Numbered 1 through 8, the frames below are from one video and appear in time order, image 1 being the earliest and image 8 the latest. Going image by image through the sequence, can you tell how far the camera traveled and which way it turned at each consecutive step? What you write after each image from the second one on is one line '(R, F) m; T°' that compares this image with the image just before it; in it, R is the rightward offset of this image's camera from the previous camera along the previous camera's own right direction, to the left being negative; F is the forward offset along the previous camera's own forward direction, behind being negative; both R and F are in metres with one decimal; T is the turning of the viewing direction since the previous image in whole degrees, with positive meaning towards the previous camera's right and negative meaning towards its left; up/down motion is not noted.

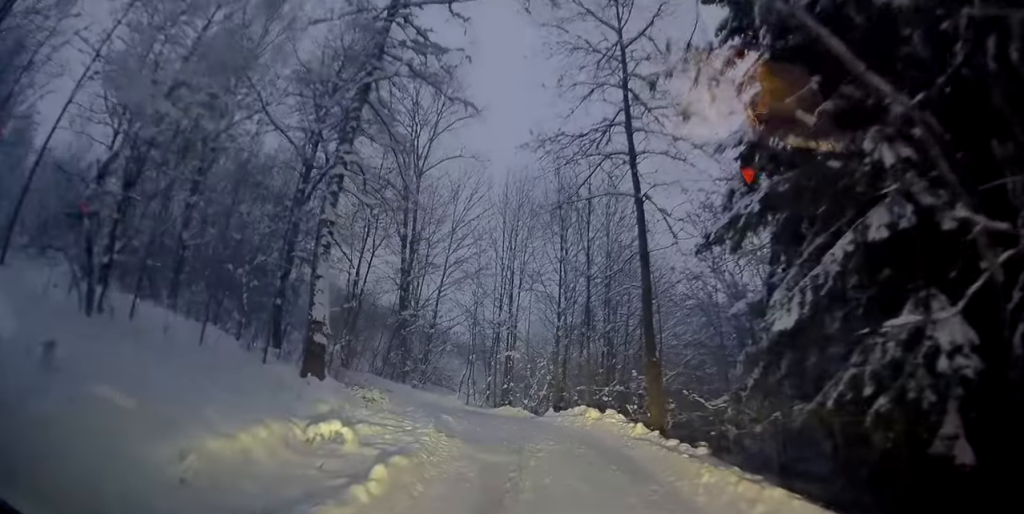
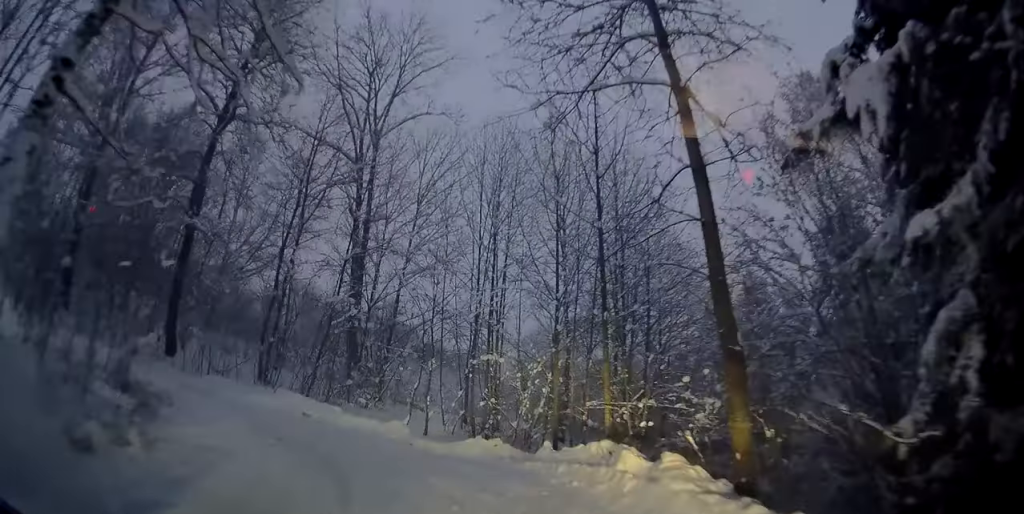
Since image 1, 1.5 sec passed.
(-0.1, +8.9) m; -5°
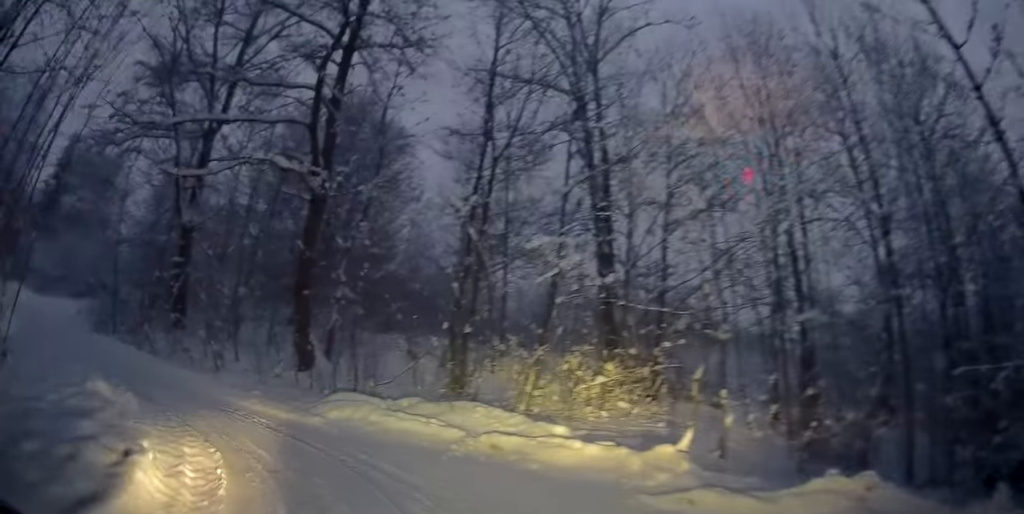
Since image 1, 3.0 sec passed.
(-1.0, +8.7) m; -17°
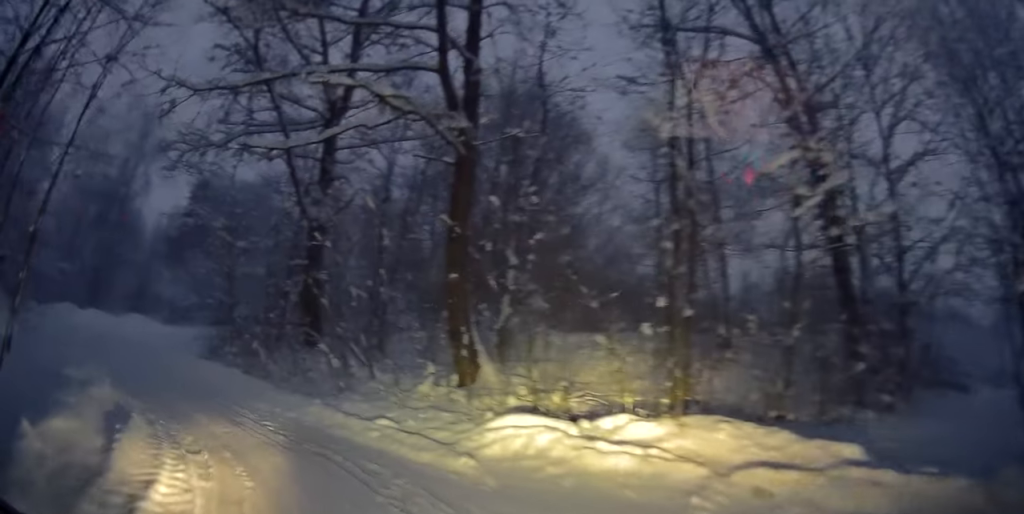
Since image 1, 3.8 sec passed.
(-0.1, +4.4) m; -17°
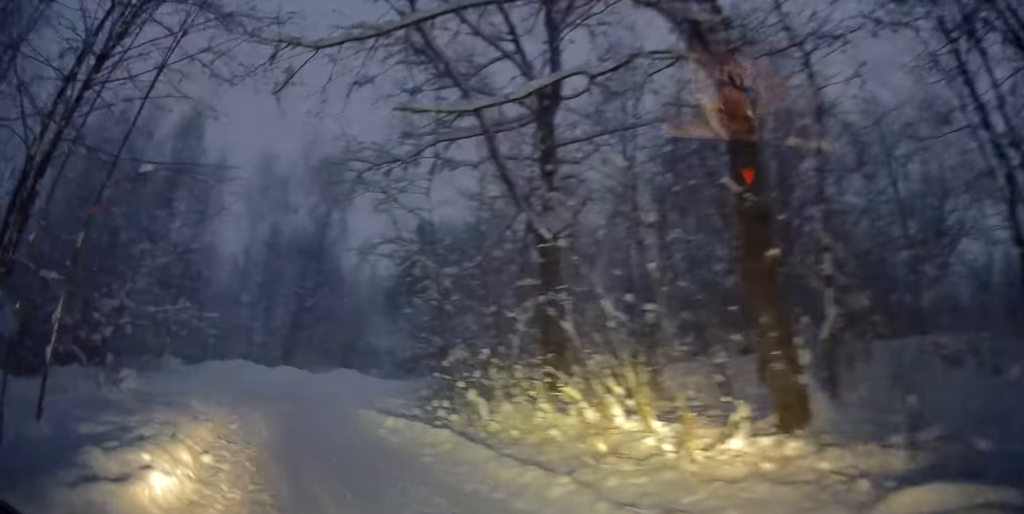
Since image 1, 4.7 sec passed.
(-1.2, +3.7) m; -20°
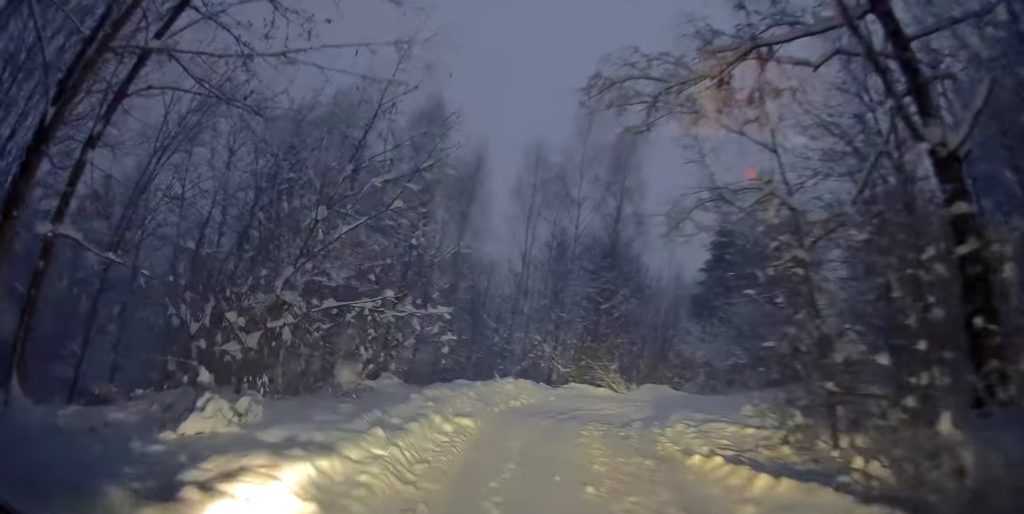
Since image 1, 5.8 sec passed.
(-0.9, +6.0) m; -17°
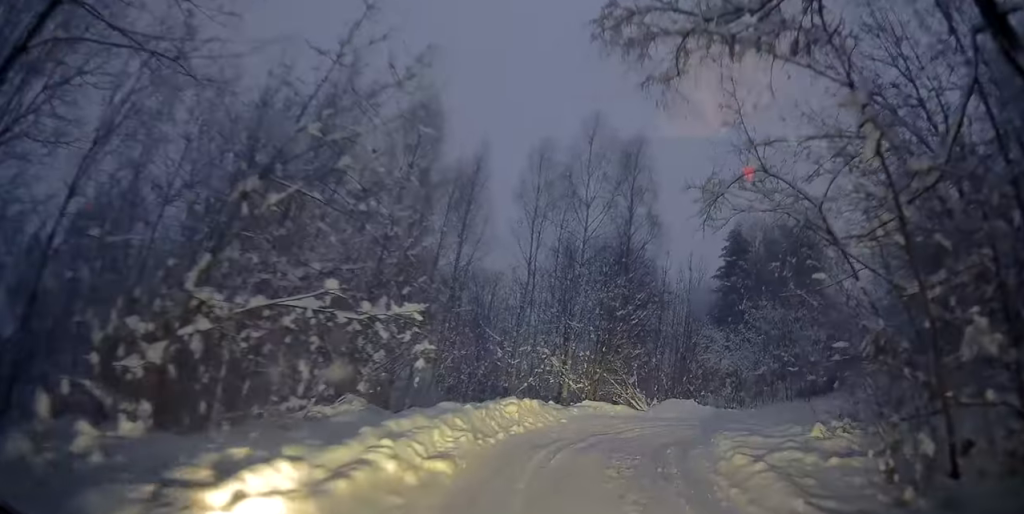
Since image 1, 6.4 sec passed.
(-0.3, +3.0) m; -5°
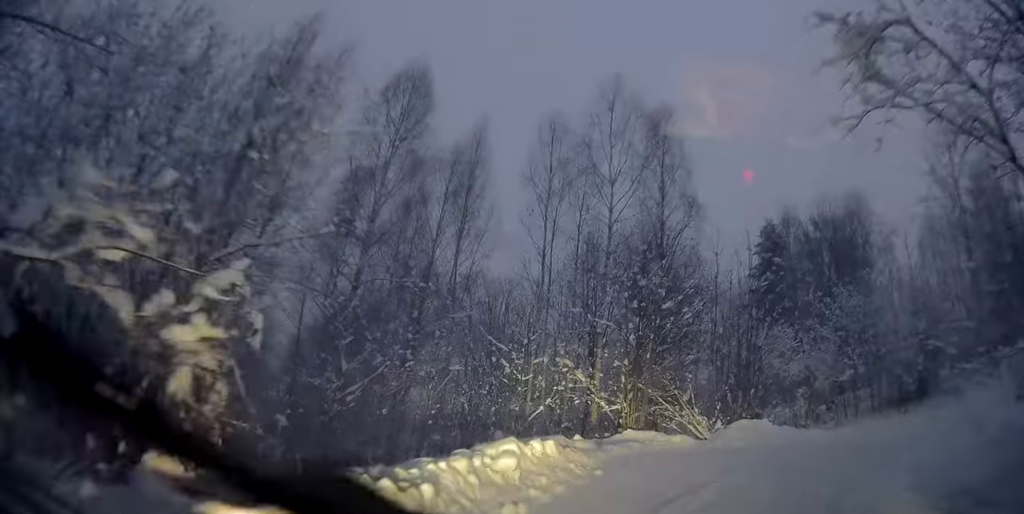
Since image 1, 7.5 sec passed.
(-0.4, +6.0) m; -2°
